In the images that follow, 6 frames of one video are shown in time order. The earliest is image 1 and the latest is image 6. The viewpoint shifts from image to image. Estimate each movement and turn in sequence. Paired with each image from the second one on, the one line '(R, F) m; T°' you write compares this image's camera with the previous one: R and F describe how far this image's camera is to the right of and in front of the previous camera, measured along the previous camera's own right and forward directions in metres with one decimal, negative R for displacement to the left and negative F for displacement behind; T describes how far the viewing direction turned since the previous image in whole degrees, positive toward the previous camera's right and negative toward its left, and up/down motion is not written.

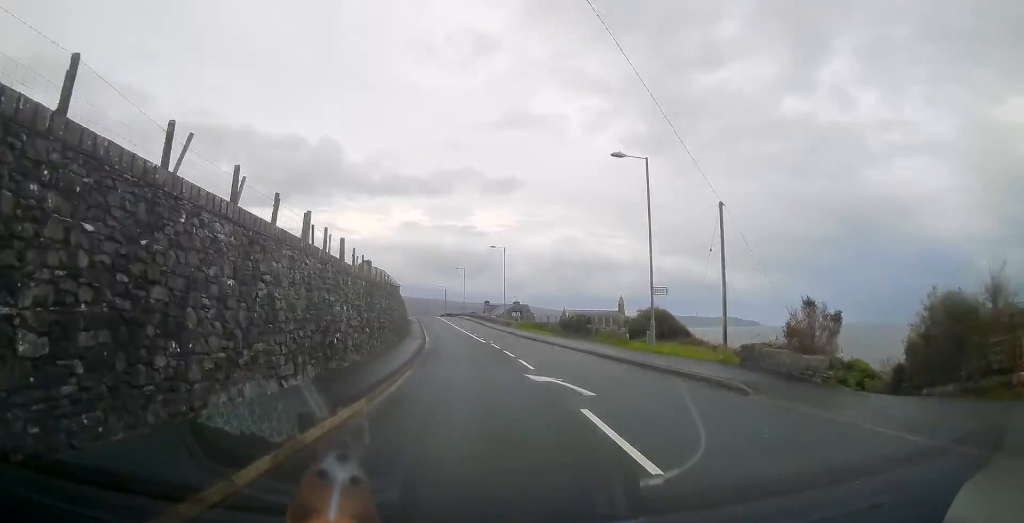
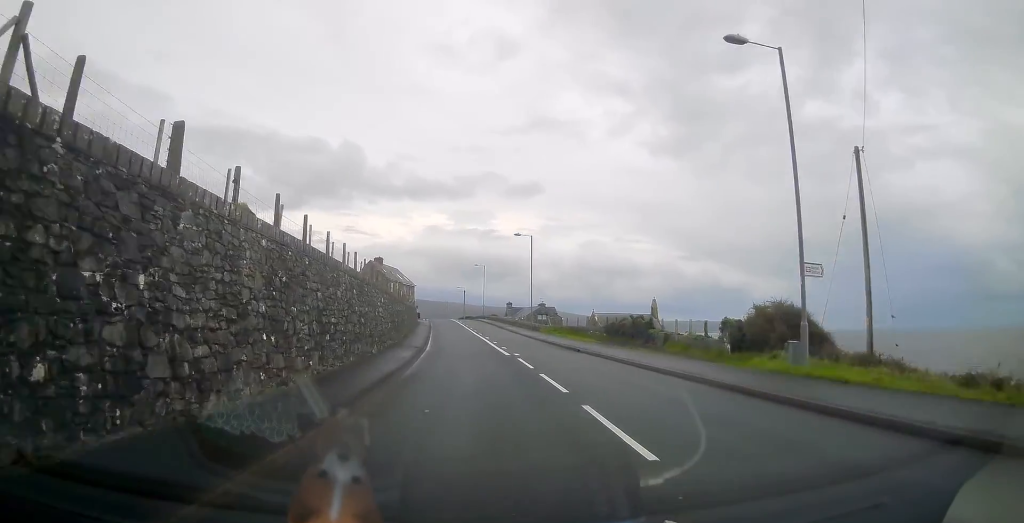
(-0.1, +11.3) m; -2°
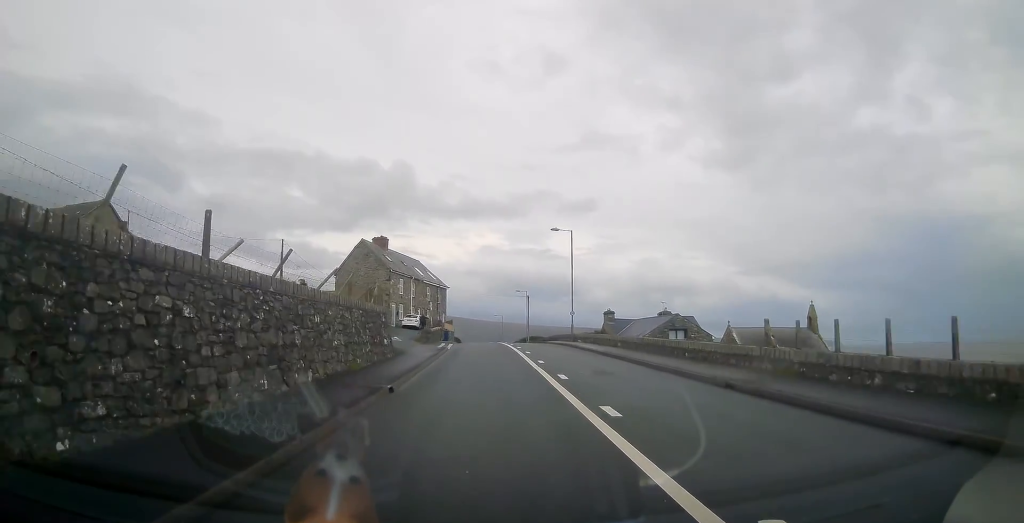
(-2.3, +48.4) m; -5°
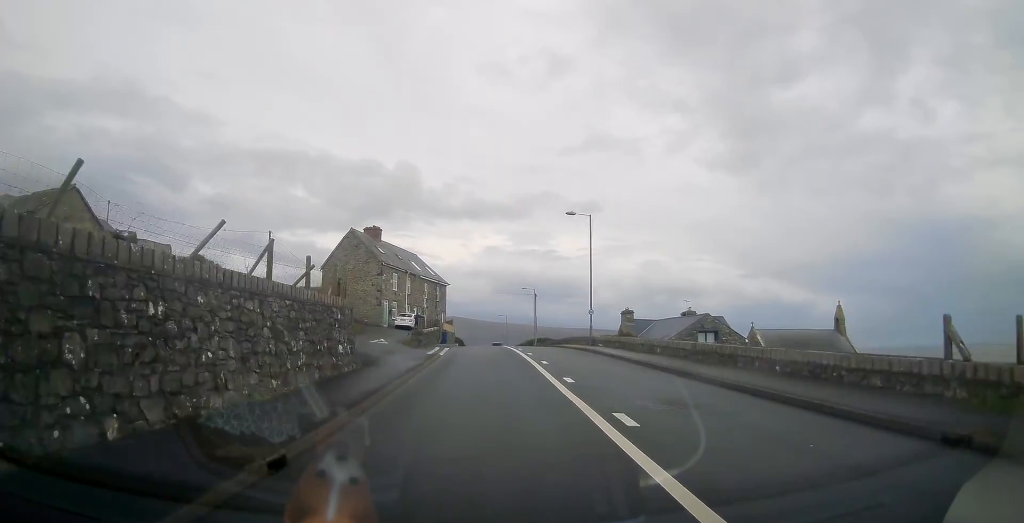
(-0.1, +6.8) m; -1°
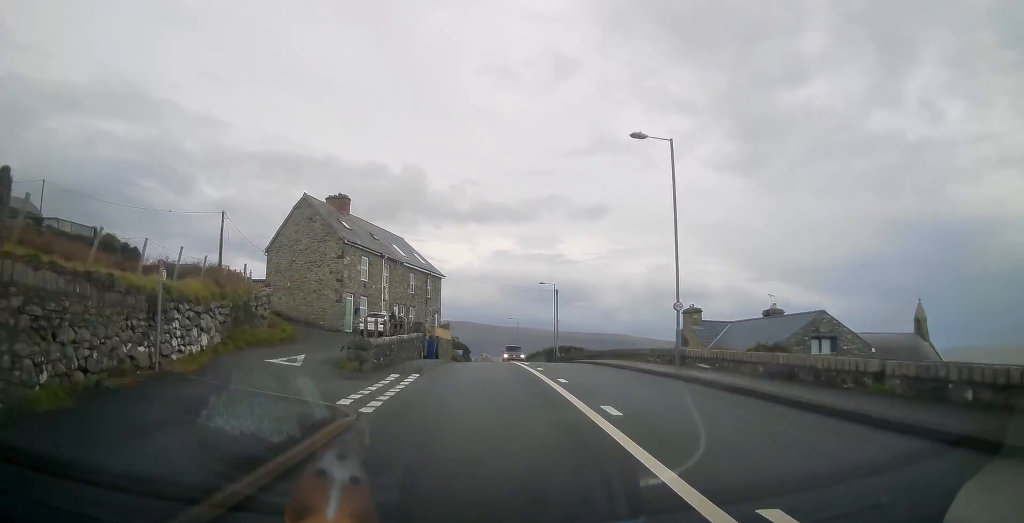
(-0.2, +16.7) m; -1°
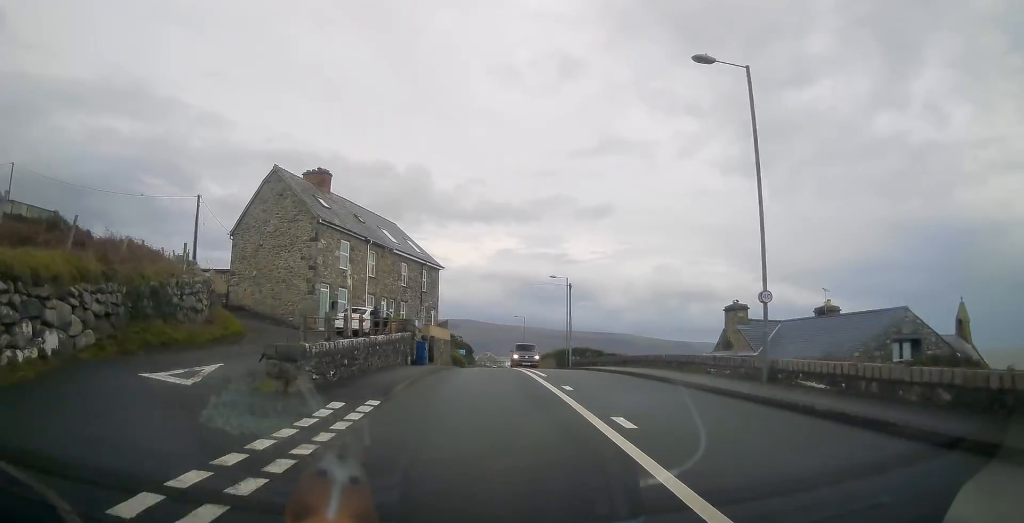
(0.0, +6.8) m; 0°
